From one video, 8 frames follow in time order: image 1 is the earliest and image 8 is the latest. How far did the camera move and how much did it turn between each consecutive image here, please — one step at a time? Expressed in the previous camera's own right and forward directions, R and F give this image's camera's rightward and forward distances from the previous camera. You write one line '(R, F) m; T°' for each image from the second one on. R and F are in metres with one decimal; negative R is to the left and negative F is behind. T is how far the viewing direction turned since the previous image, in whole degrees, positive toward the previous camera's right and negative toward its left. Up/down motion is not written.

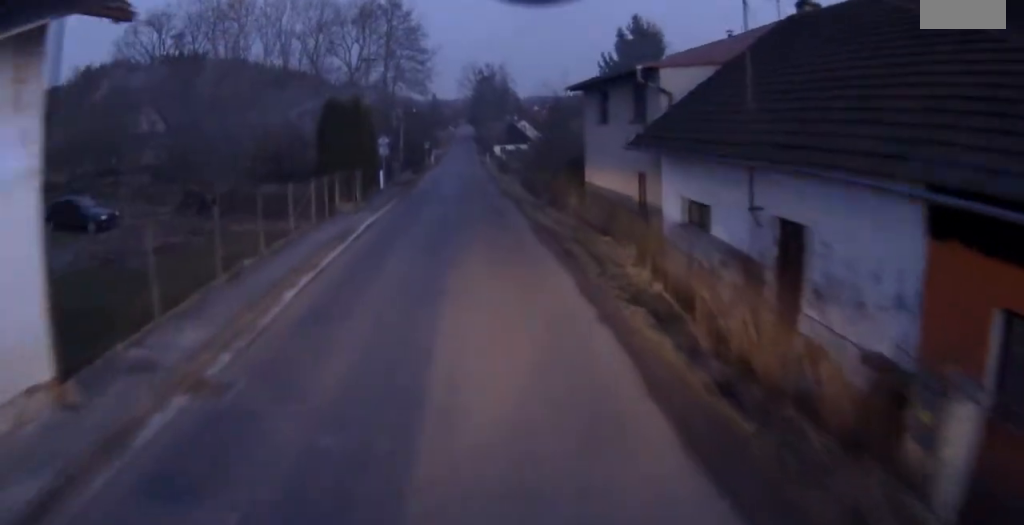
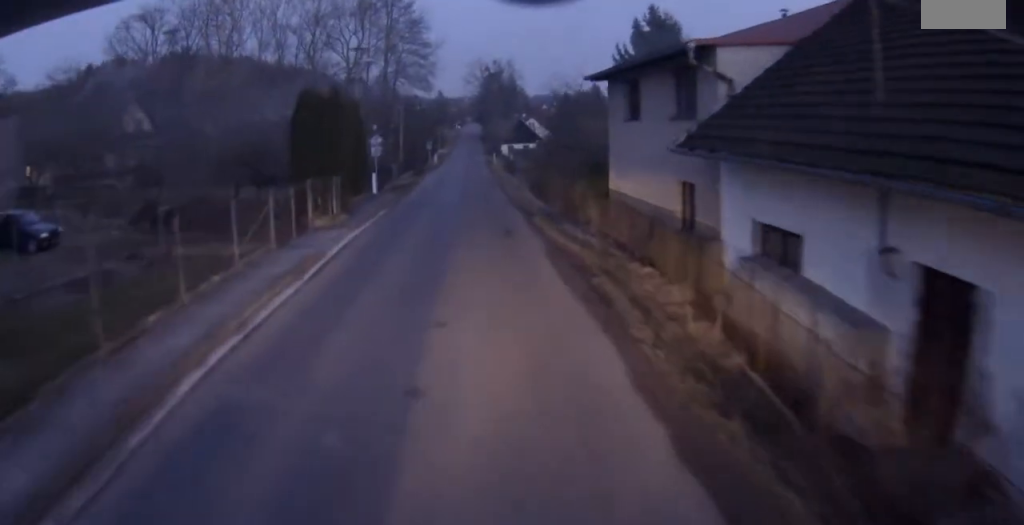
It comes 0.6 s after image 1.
(0.0, +5.0) m; 0°
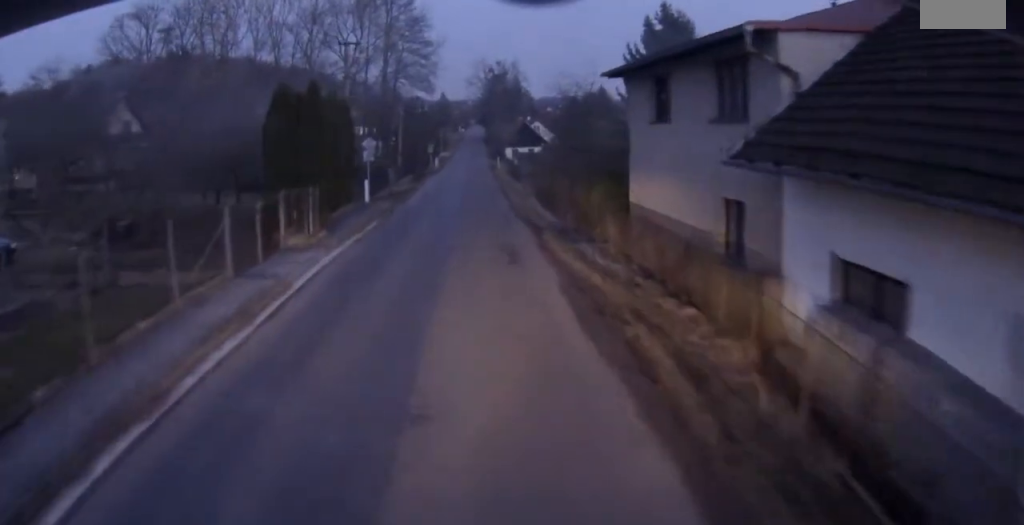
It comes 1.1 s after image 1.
(0.0, +3.4) m; 0°
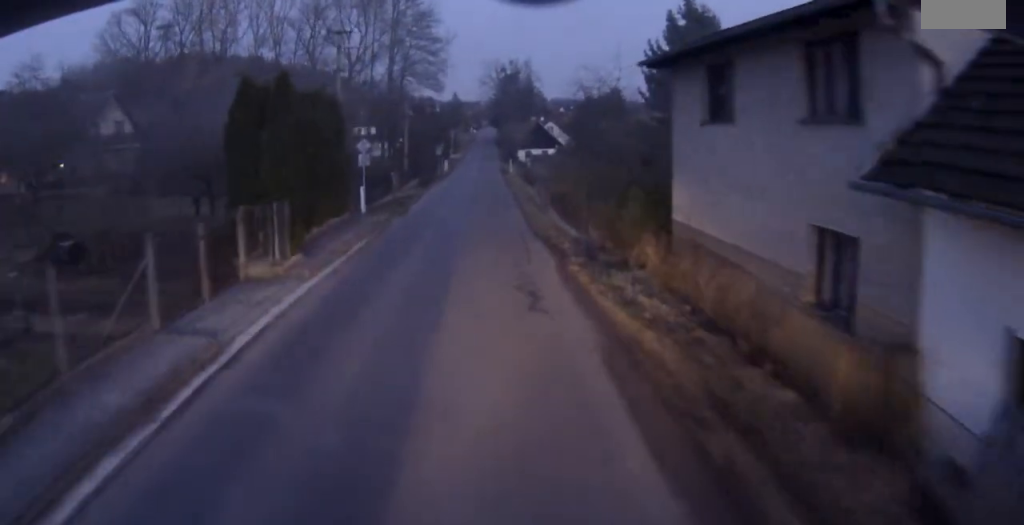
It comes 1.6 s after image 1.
(0.0, +4.3) m; 0°
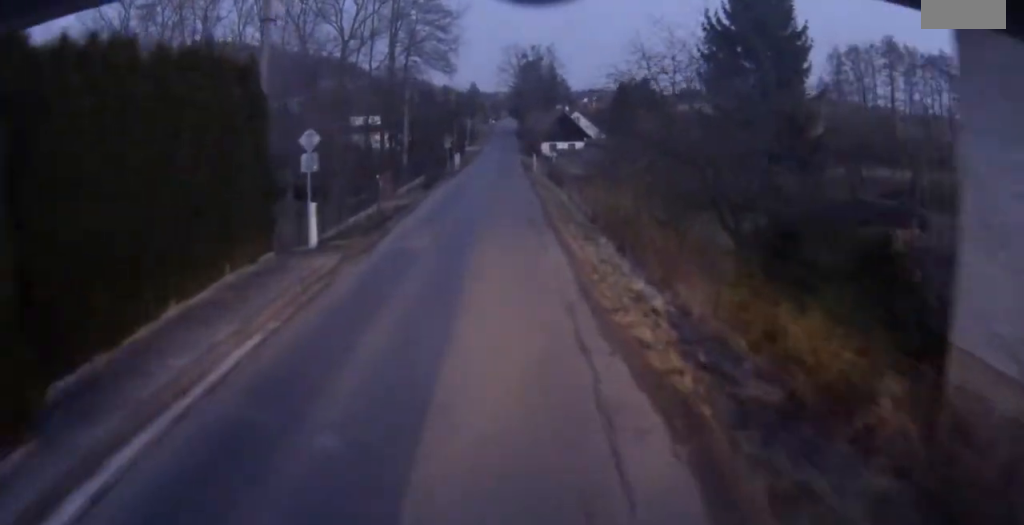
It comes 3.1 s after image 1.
(-0.1, +12.1) m; -2°
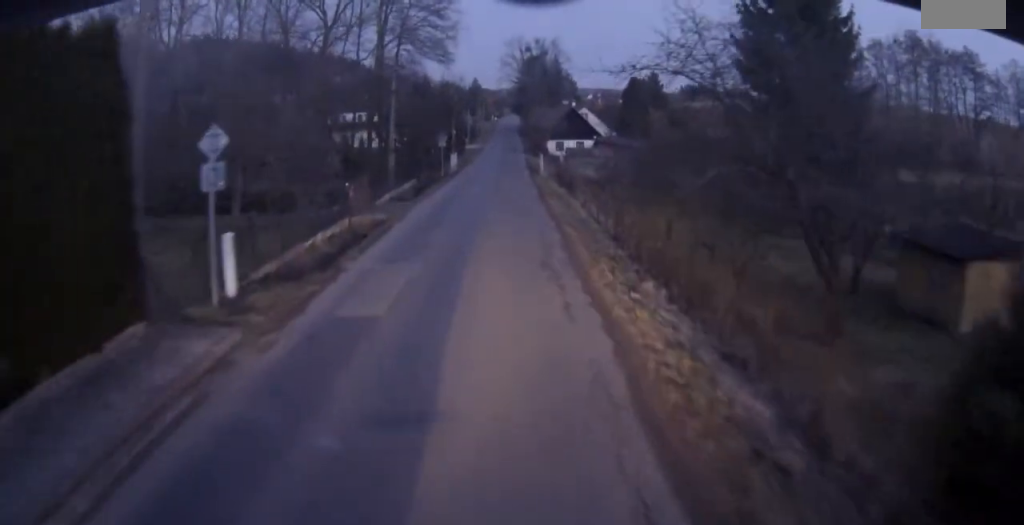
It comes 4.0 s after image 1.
(-0.1, +7.0) m; 0°
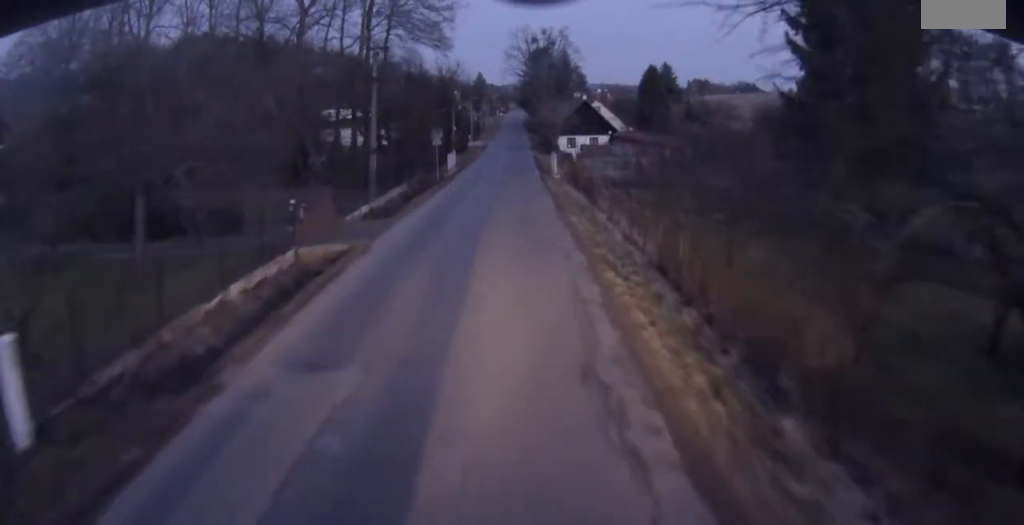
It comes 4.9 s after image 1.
(+0.1, +7.8) m; +1°
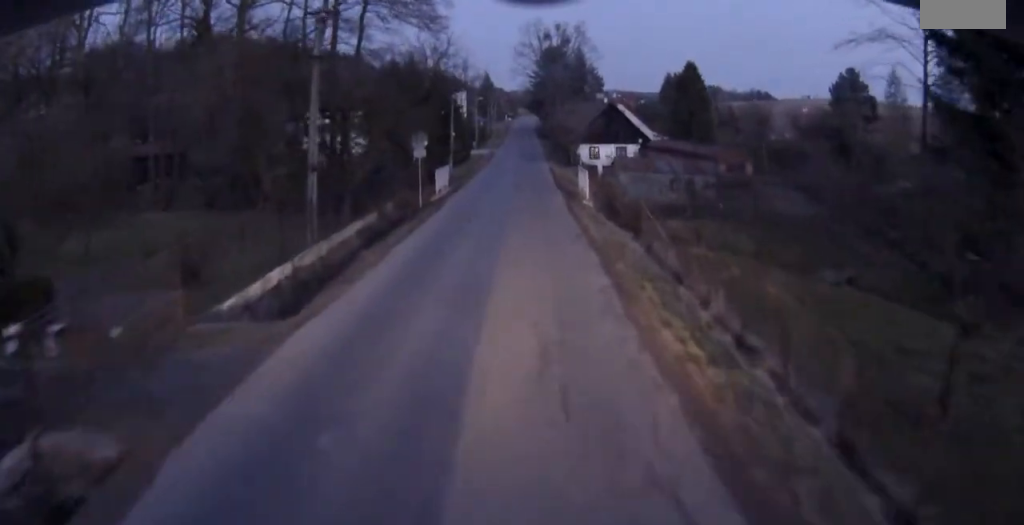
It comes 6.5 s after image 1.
(0.0, +12.7) m; 0°
